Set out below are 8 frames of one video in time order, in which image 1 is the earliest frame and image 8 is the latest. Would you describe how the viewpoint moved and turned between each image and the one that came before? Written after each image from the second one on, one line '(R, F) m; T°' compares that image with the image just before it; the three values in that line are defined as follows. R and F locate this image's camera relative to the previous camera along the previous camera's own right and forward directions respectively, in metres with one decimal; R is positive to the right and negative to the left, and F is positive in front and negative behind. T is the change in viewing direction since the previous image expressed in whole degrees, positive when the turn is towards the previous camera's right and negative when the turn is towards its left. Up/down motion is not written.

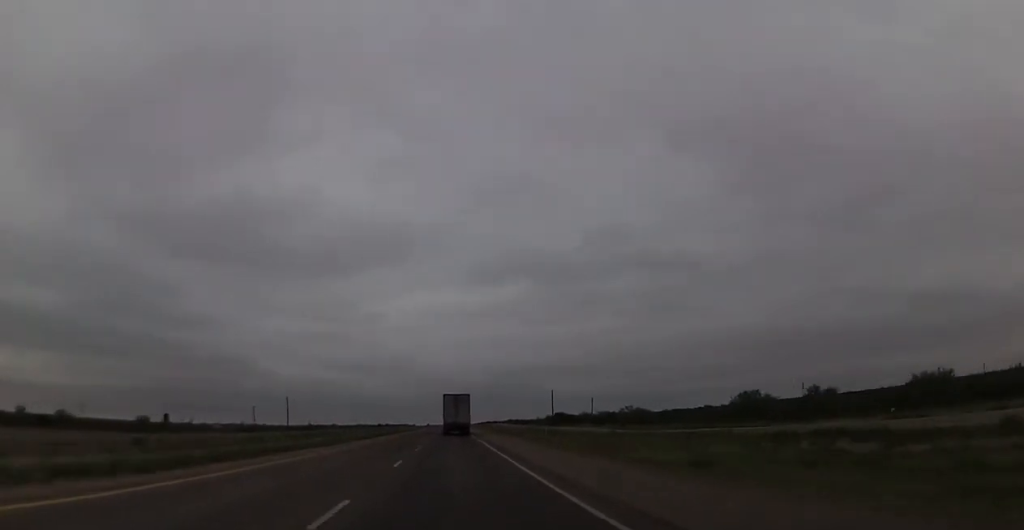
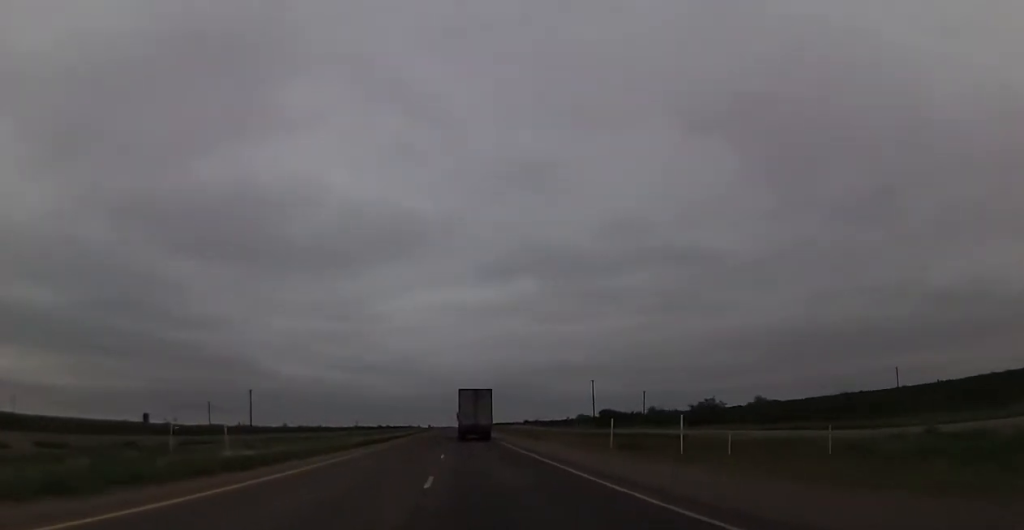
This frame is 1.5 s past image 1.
(+0.1, +54.6) m; -1°
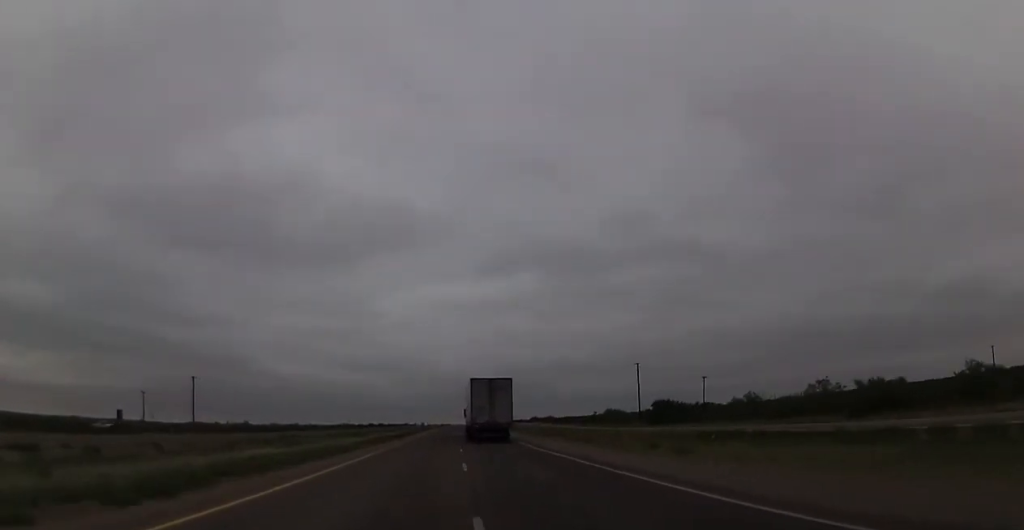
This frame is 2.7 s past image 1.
(-0.5, +43.8) m; 0°
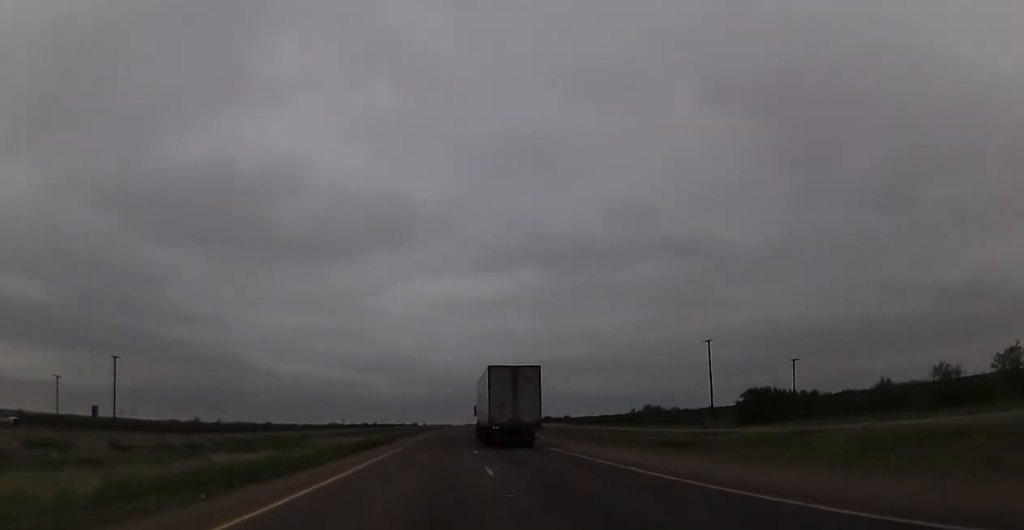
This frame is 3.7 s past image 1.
(+0.2, +37.6) m; 0°
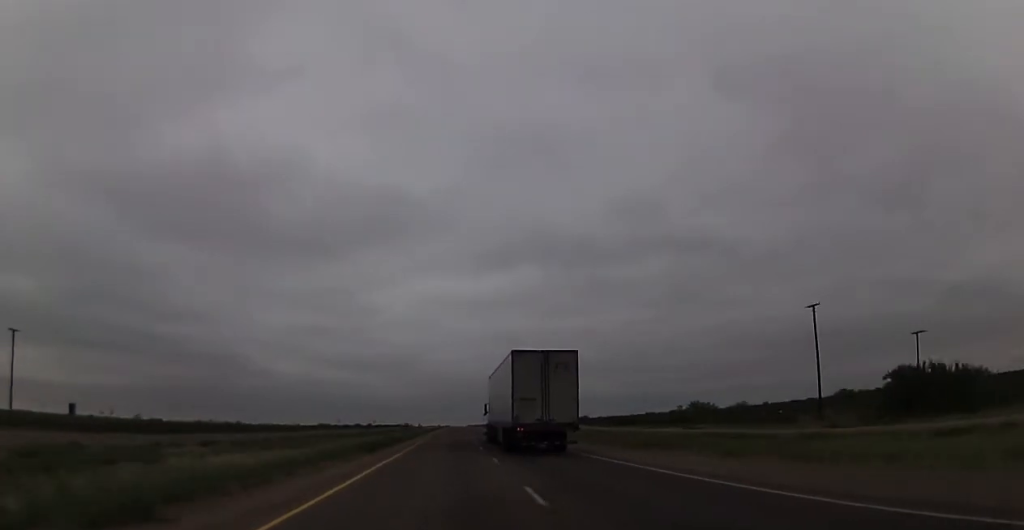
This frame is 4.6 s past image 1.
(0.0, +30.3) m; 0°
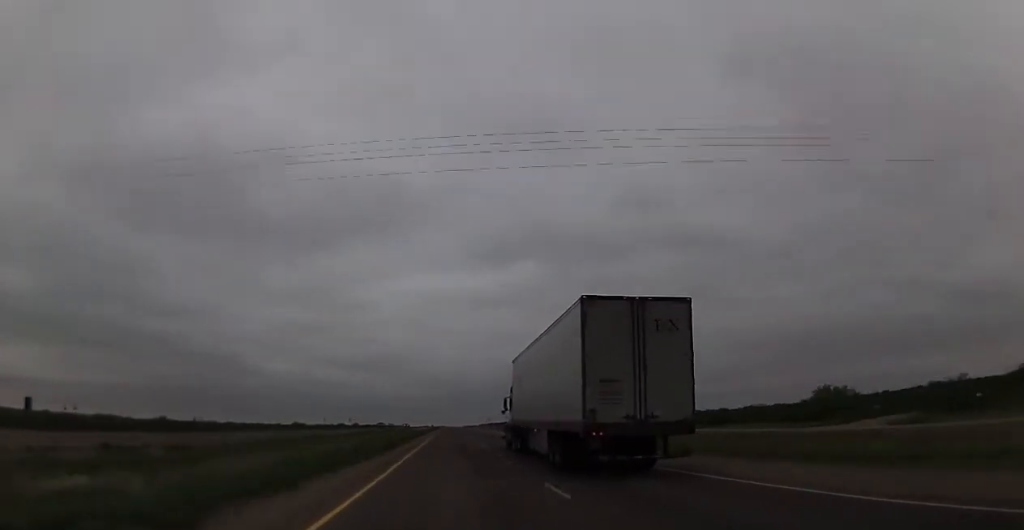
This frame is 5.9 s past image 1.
(-0.4, +47.4) m; -1°
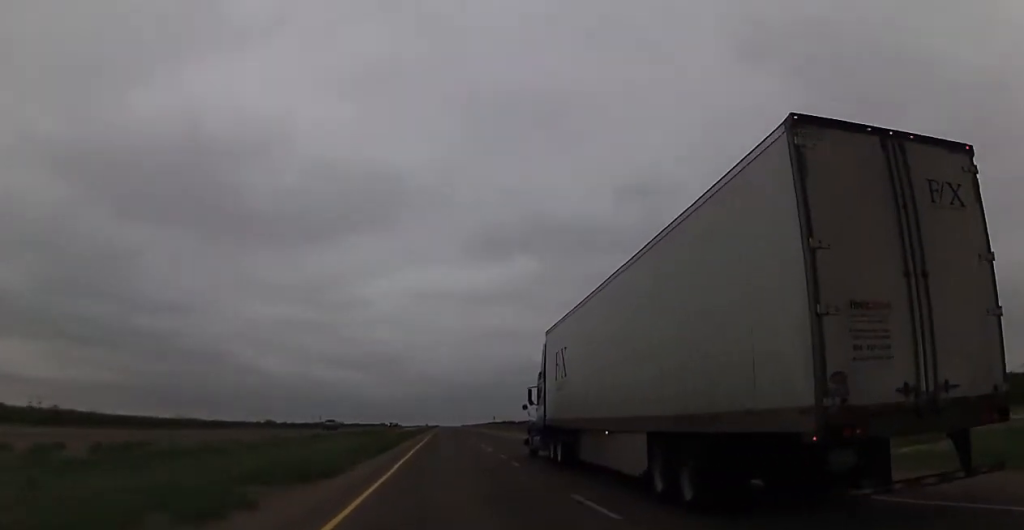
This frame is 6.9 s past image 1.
(+0.1, +38.9) m; +1°
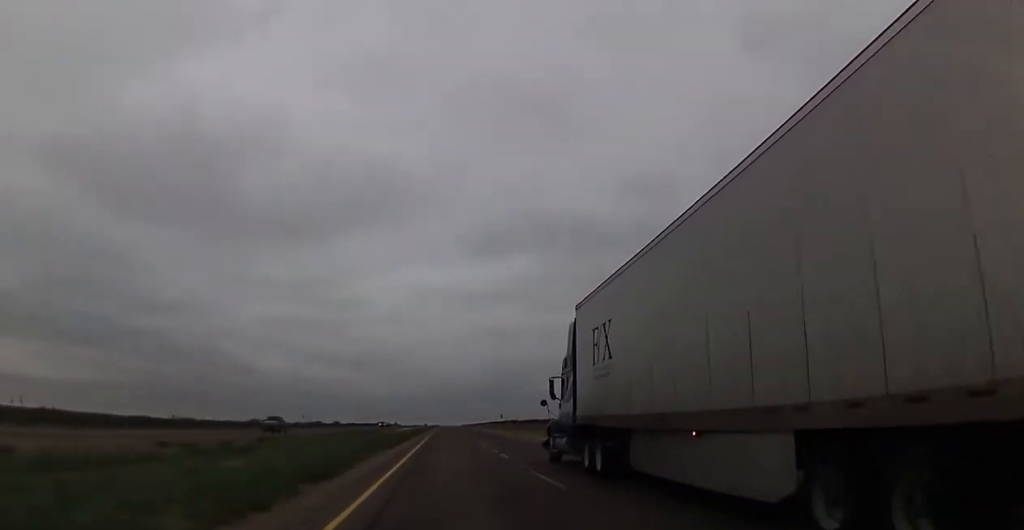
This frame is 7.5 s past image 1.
(+0.1, +19.4) m; +1°
